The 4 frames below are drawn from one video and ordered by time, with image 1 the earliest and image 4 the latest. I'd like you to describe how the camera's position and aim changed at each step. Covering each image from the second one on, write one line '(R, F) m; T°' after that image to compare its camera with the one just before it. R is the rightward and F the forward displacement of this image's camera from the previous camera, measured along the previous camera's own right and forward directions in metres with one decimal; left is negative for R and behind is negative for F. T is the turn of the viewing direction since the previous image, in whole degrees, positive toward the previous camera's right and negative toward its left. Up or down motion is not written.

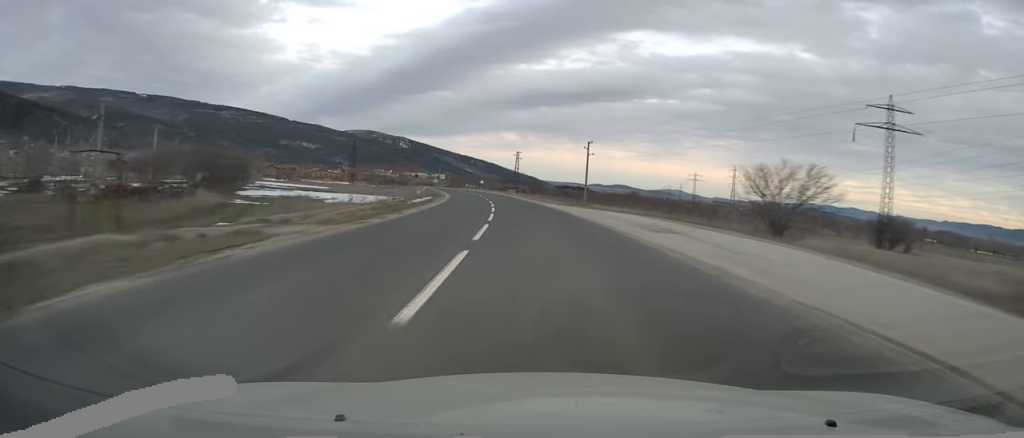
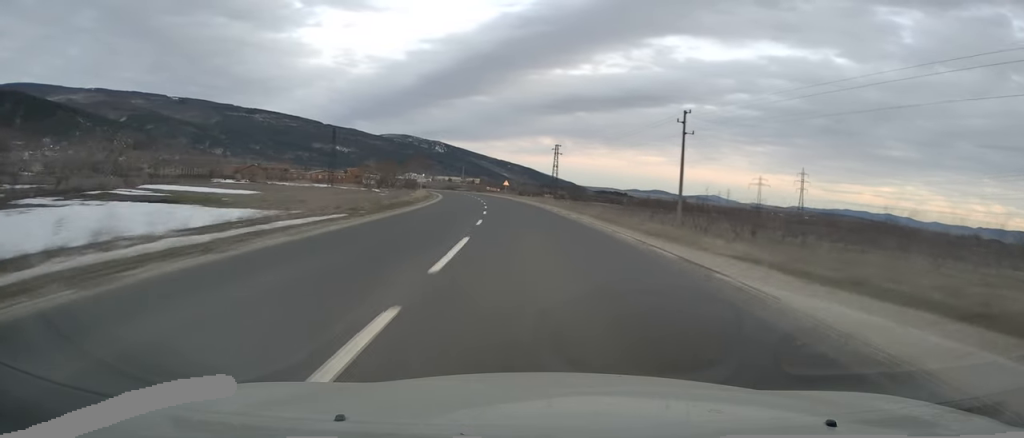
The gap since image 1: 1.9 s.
(-1.2, +40.9) m; -3°
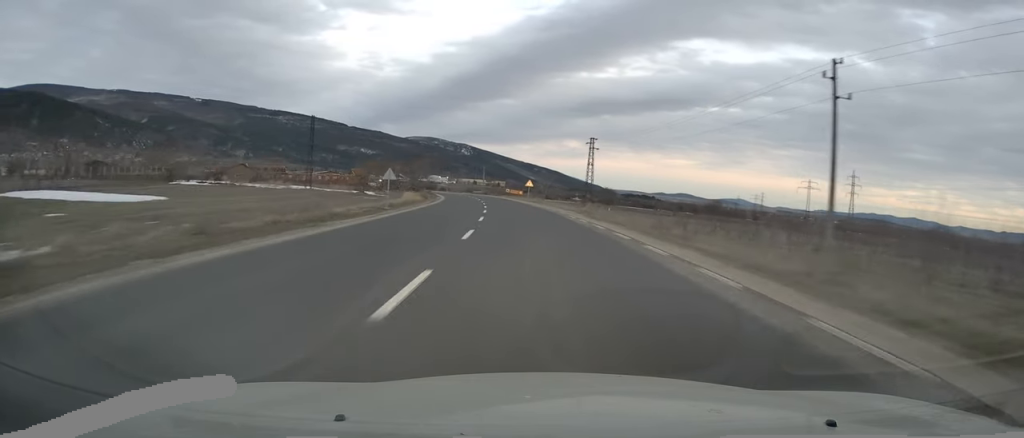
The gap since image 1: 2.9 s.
(-0.4, +23.5) m; -3°
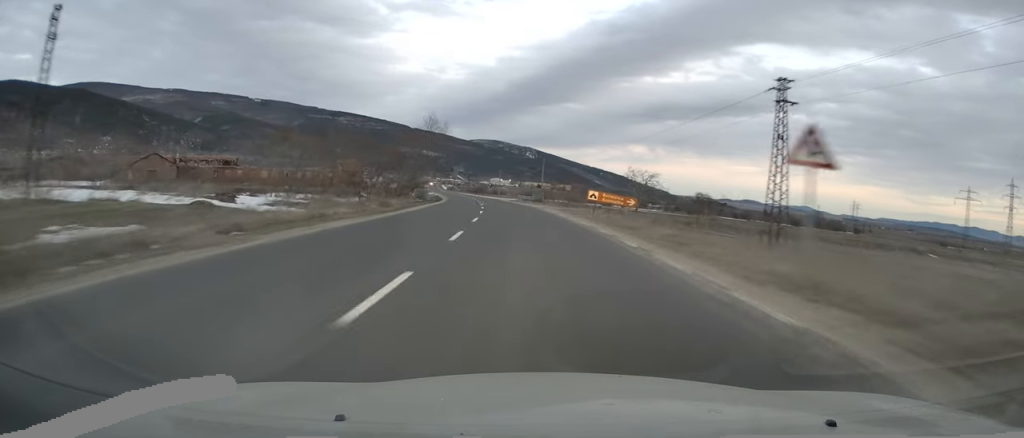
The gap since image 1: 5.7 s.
(-3.3, +62.0) m; -5°
